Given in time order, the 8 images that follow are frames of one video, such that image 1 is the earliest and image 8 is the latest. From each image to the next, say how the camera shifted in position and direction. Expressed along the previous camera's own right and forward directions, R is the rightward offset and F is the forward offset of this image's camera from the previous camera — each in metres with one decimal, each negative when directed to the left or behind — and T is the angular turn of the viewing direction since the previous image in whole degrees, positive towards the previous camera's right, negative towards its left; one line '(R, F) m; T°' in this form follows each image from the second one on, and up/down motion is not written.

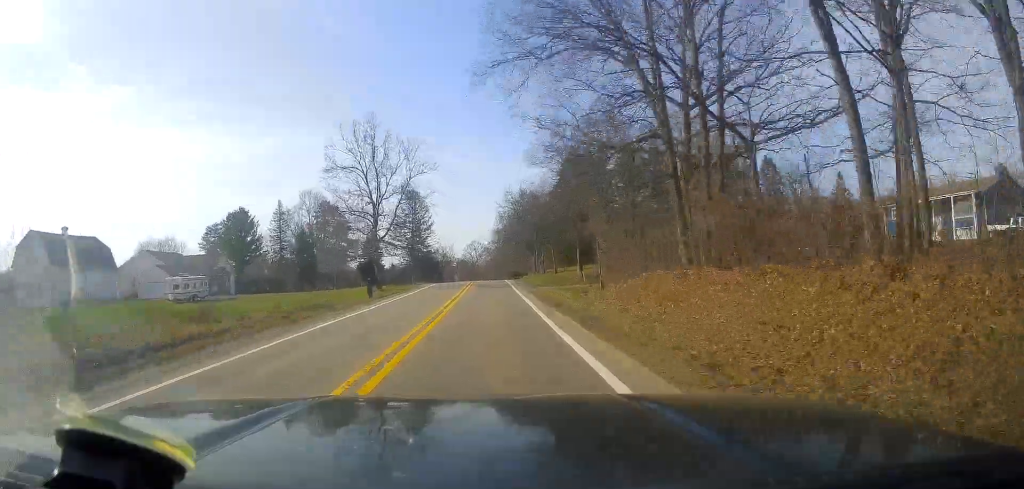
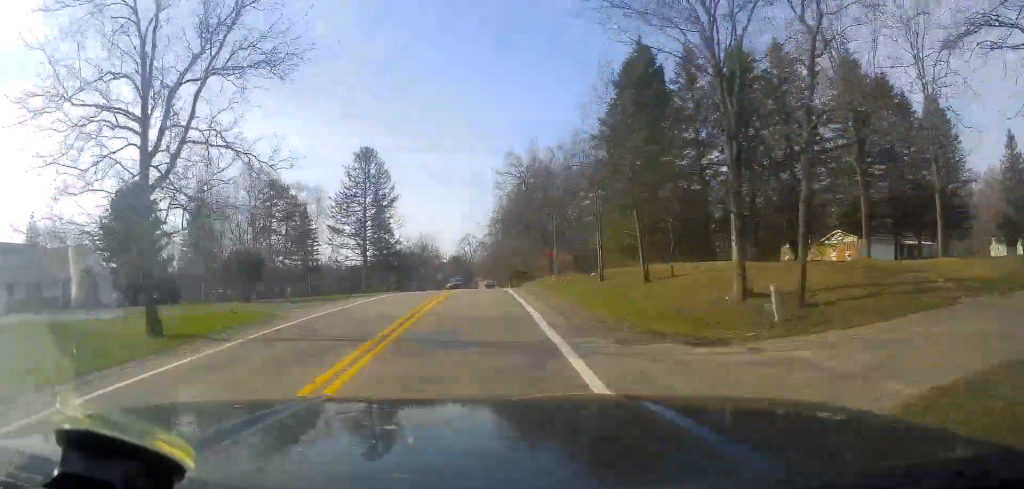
(+0.2, +34.1) m; +1°
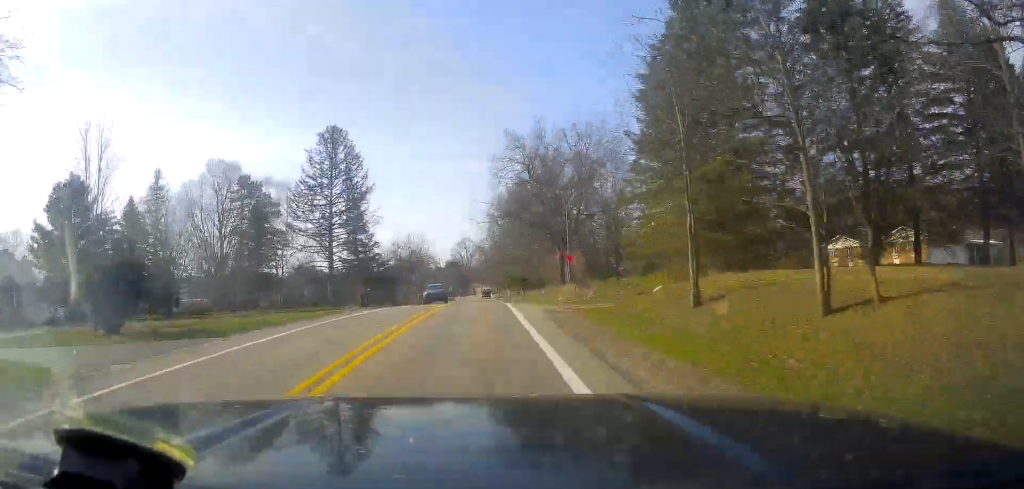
(0.0, +12.6) m; 0°
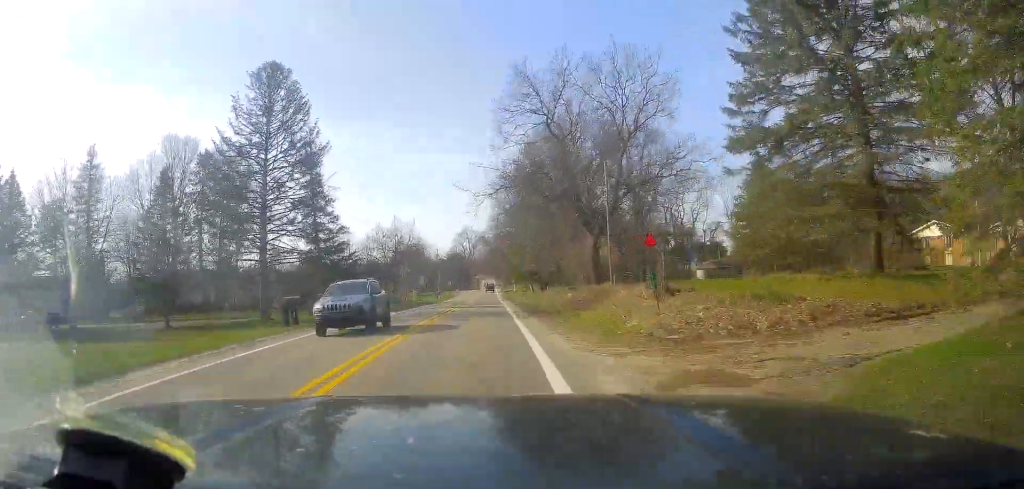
(0.0, +15.9) m; 0°
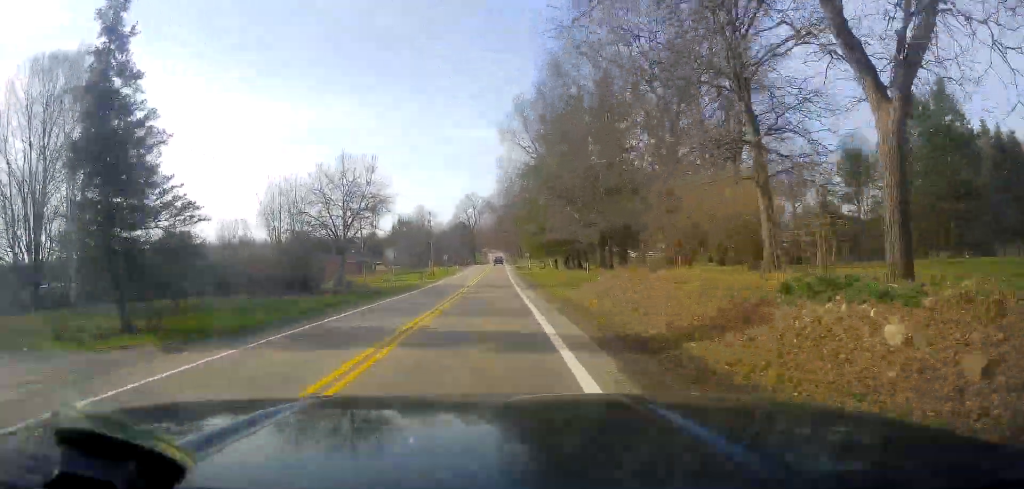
(0.0, +28.4) m; -2°
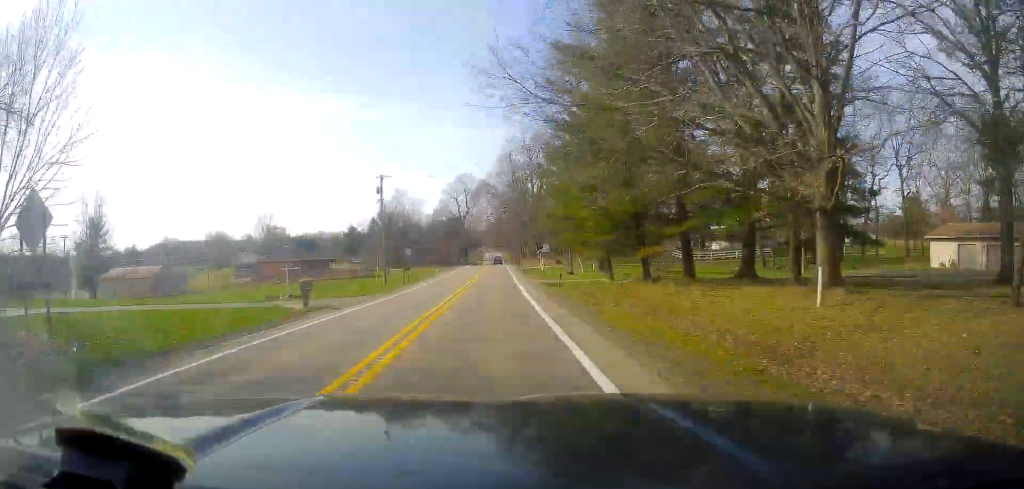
(-0.4, +38.6) m; +1°
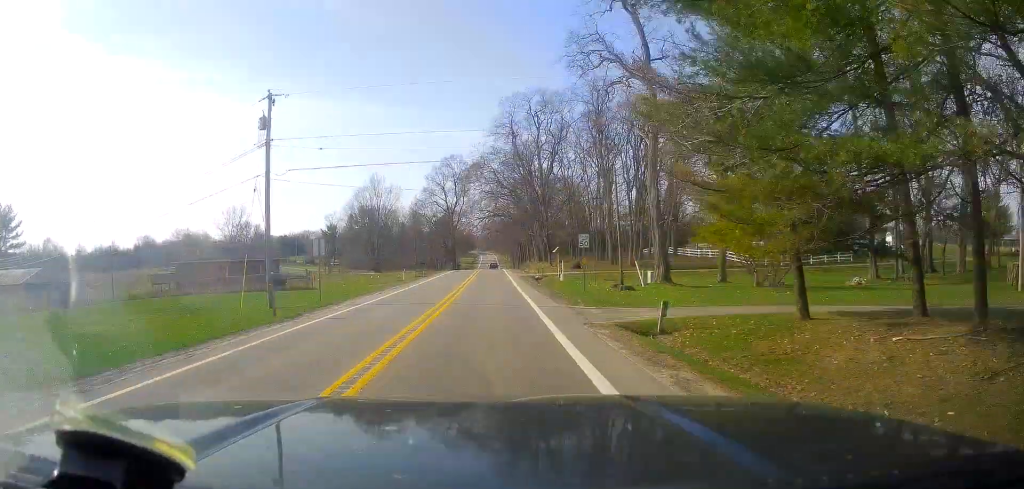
(+0.4, +27.3) m; +1°
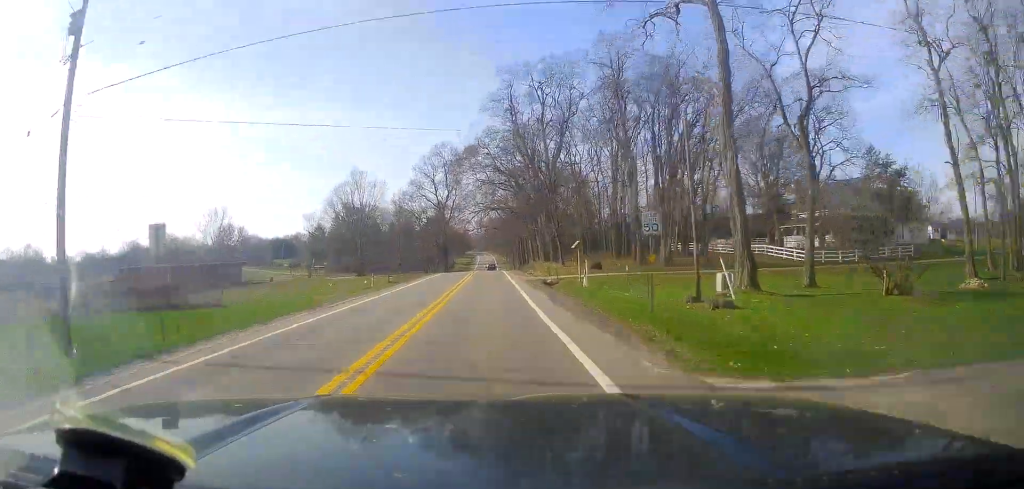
(0.0, +14.5) m; 0°
